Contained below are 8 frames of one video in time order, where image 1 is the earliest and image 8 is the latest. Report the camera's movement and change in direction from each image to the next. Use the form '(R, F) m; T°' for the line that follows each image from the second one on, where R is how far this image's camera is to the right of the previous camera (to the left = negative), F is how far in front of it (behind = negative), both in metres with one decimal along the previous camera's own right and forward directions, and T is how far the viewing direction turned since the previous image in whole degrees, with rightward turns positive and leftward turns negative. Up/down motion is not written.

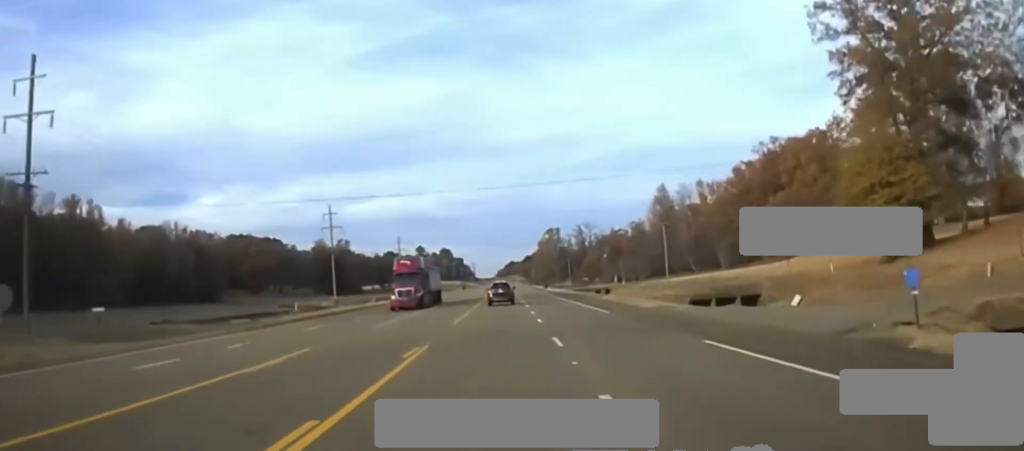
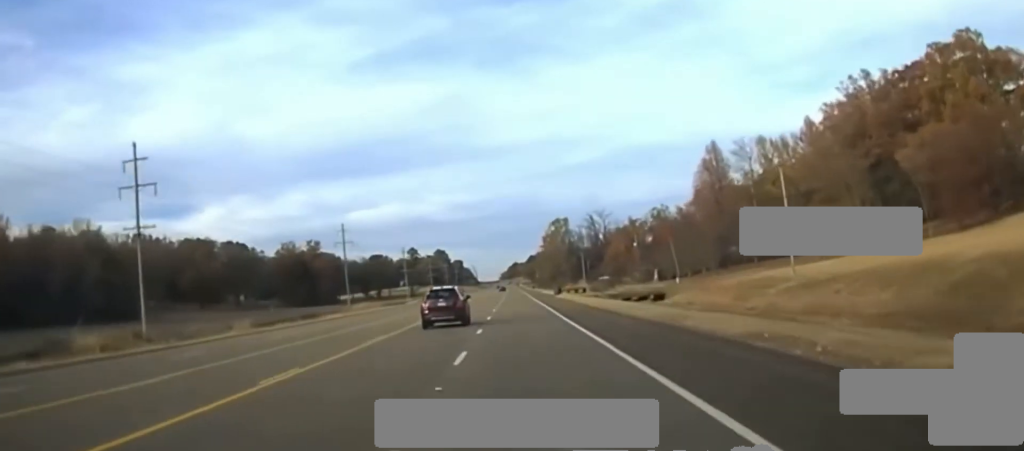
(+0.5, +72.0) m; -1°
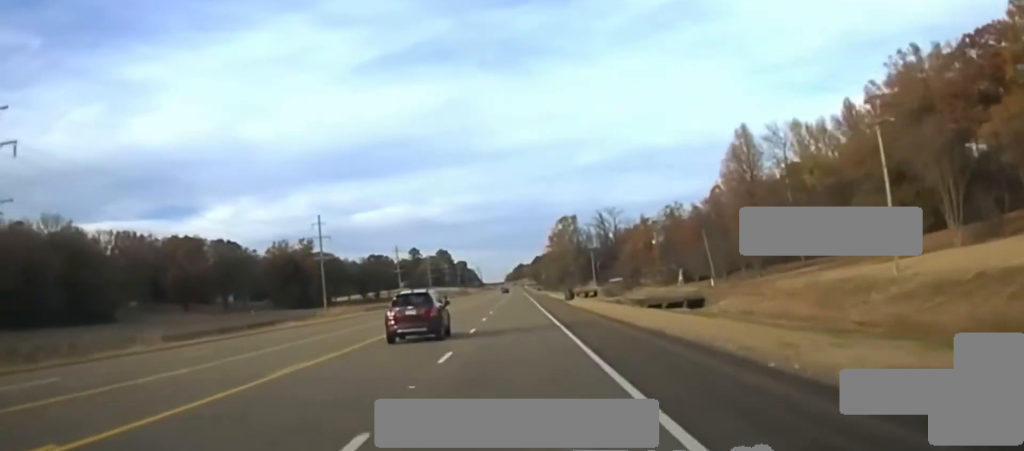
(-0.2, +20.4) m; 0°
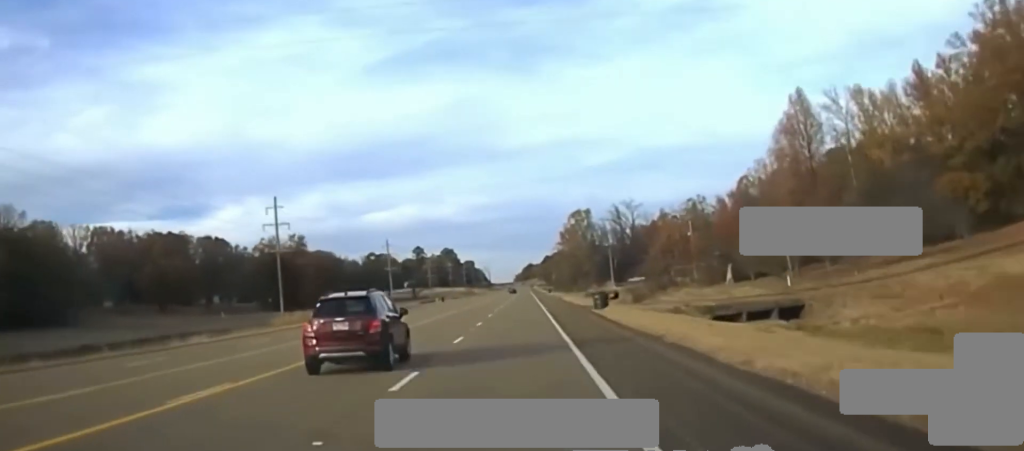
(-0.2, +29.1) m; -1°
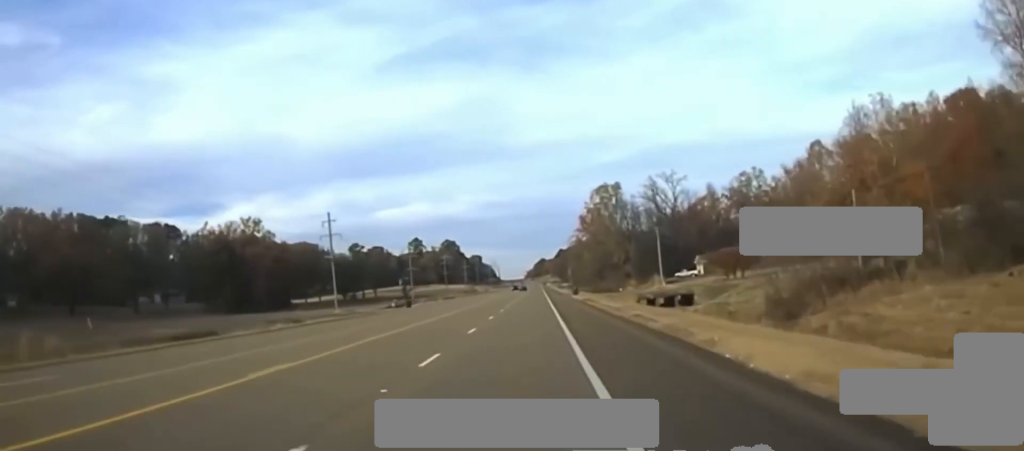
(-0.3, +68.3) m; 0°
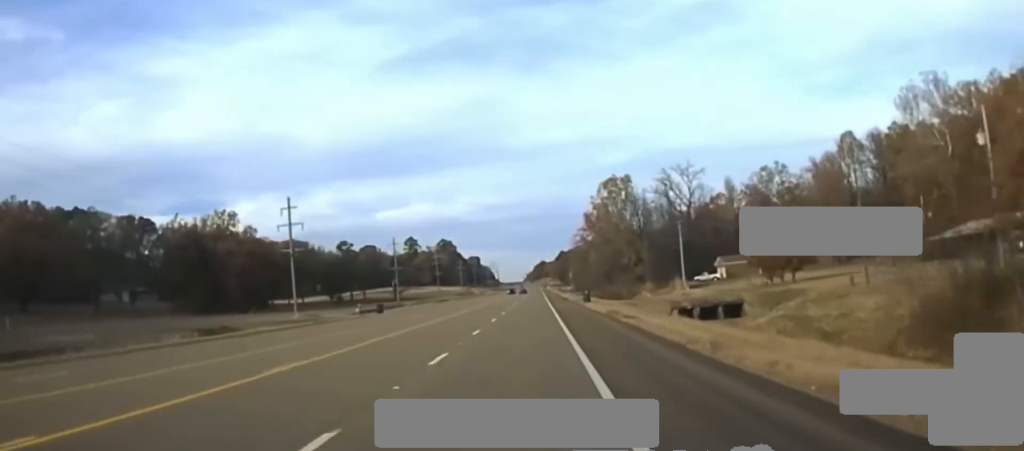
(0.0, +21.9) m; 0°
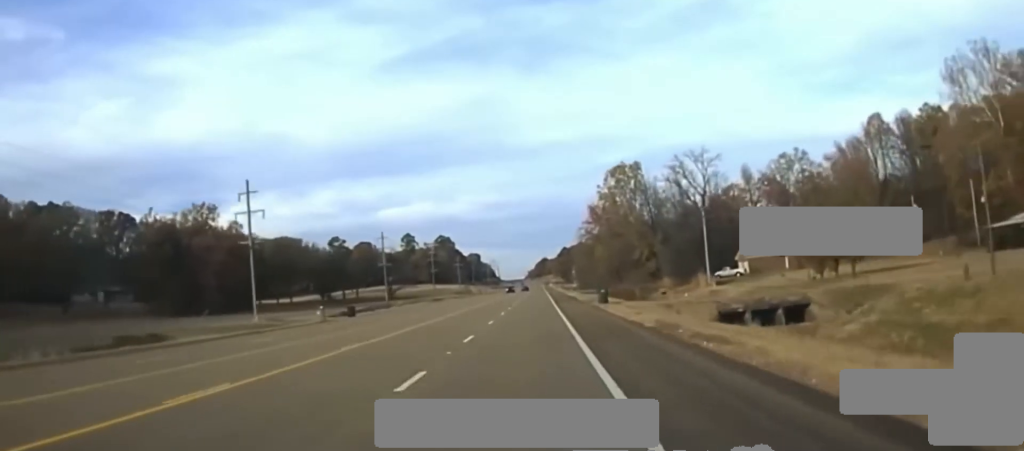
(0.0, +18.9) m; 0°
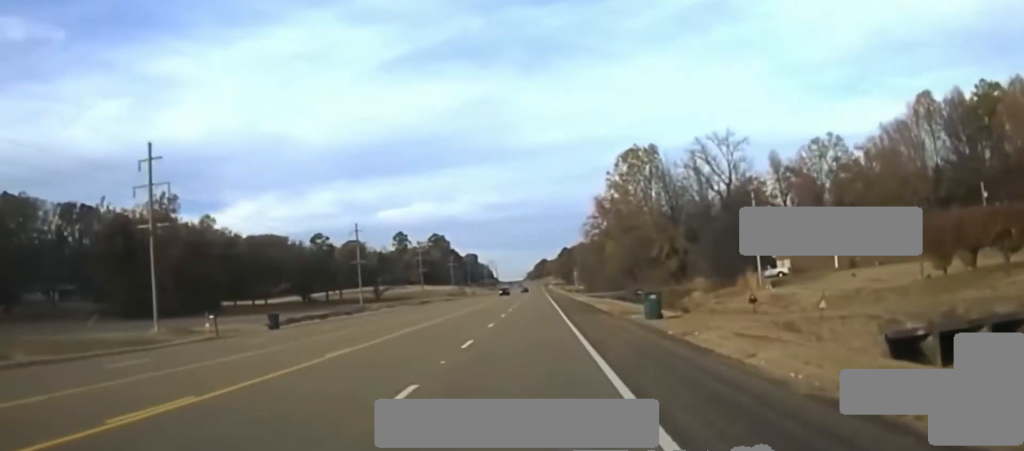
(0.0, +27.8) m; 0°
